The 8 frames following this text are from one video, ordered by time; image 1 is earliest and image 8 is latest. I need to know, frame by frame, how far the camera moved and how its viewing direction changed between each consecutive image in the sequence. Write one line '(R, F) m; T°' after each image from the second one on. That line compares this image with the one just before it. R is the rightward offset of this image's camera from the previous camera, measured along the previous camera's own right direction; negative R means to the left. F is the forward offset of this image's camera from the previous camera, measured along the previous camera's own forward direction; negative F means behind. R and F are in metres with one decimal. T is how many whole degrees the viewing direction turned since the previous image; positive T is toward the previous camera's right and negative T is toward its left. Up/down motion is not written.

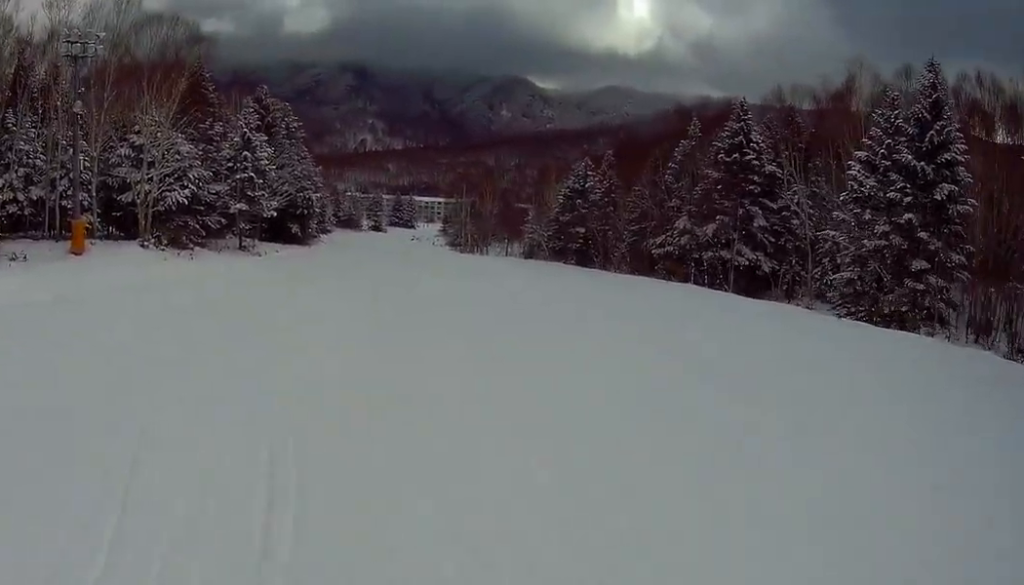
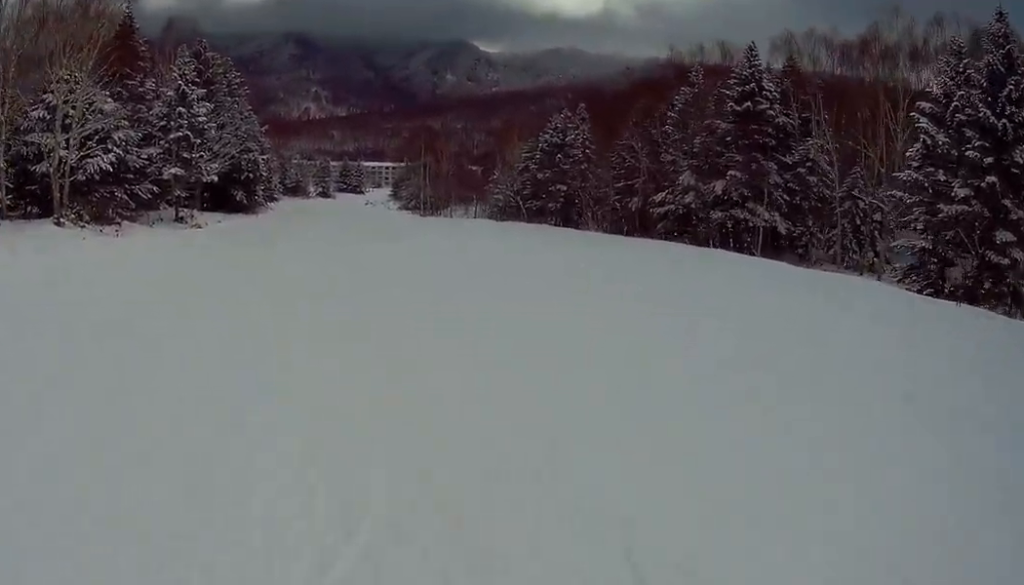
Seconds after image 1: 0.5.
(+0.6, +6.4) m; +8°
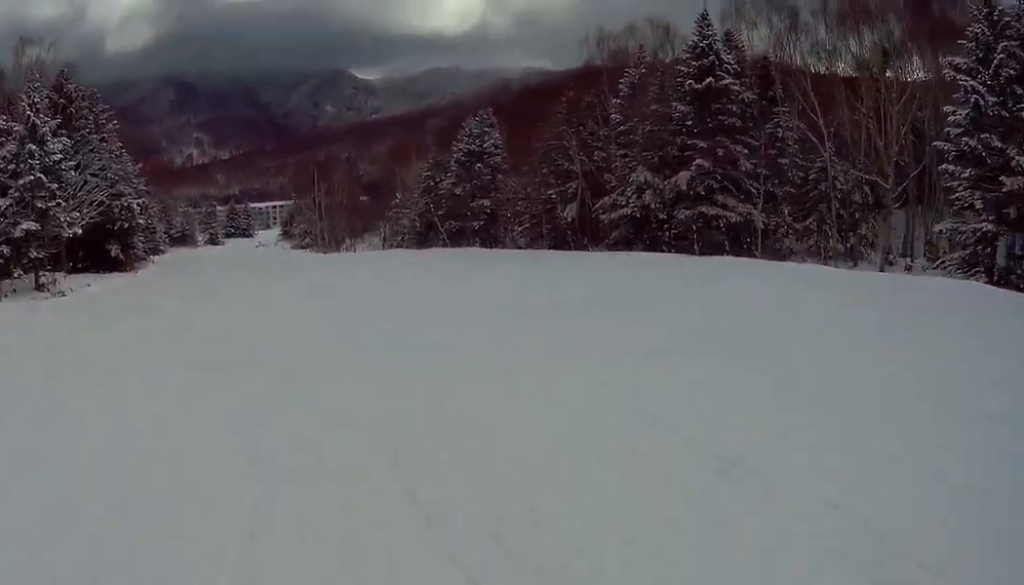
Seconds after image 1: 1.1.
(+0.2, +7.5) m; +8°
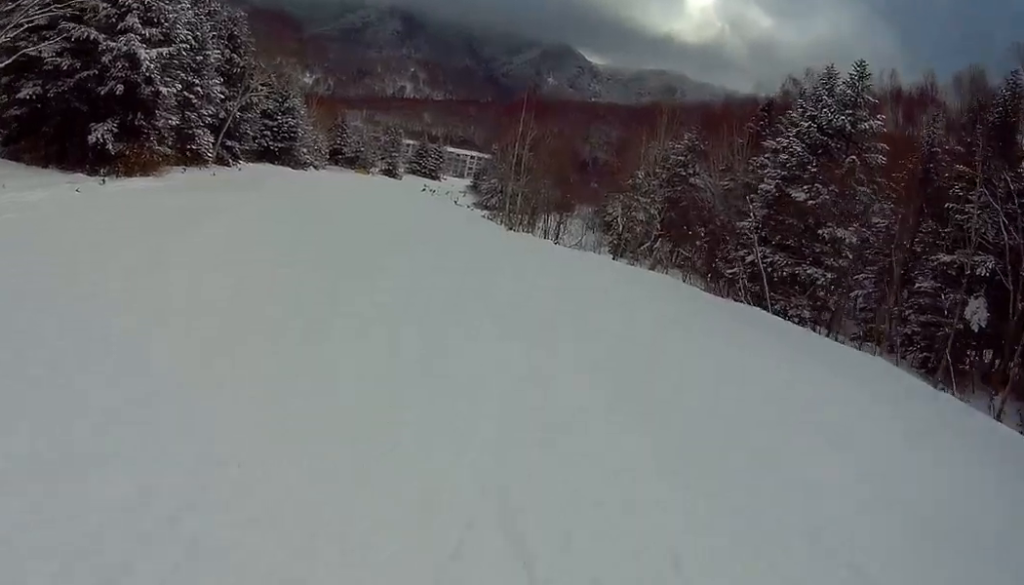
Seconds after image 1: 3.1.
(-1.3, +26.9) m; -18°
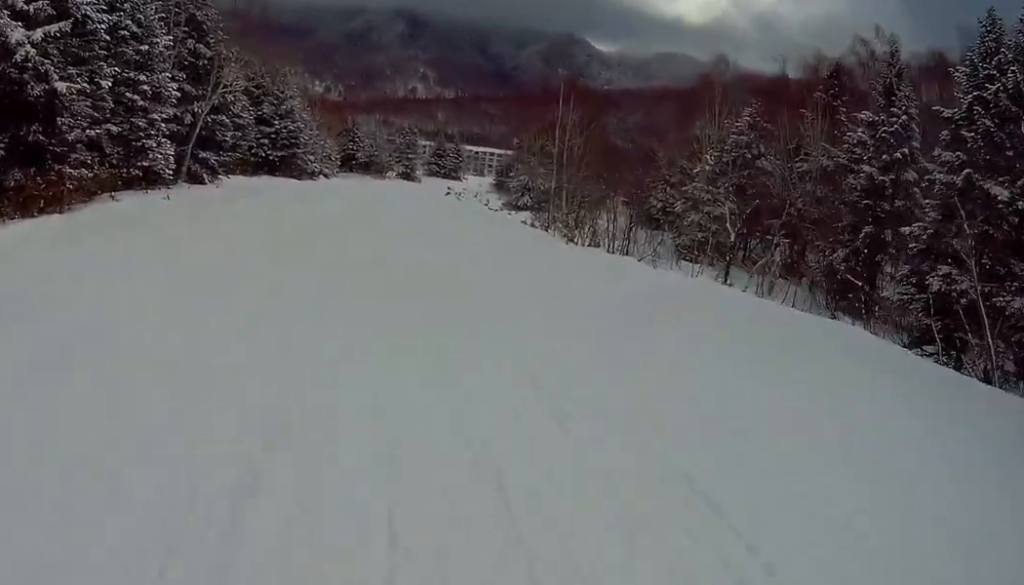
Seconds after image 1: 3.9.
(-0.7, +10.3) m; -11°
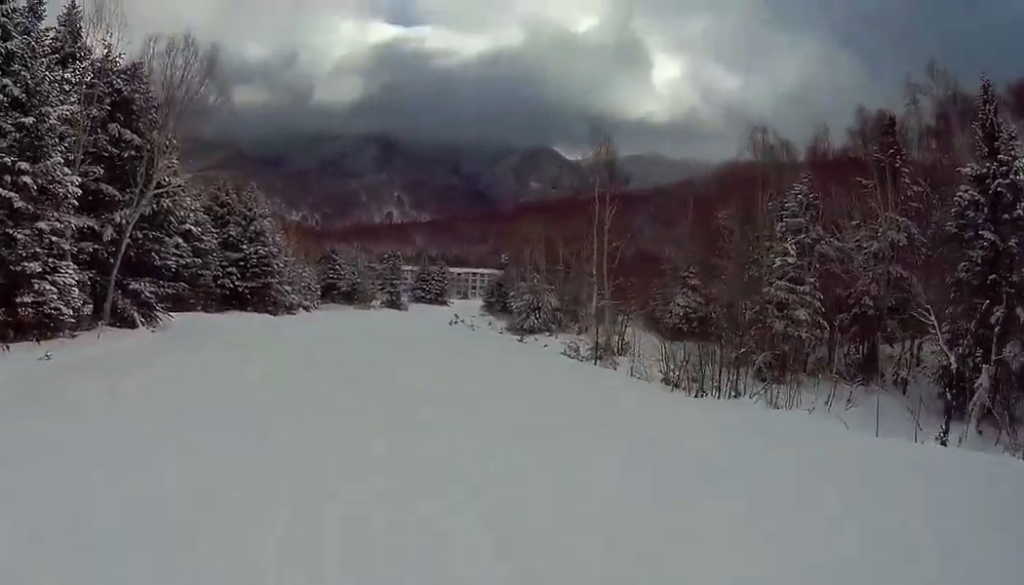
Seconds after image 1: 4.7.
(-1.7, +11.6) m; -7°
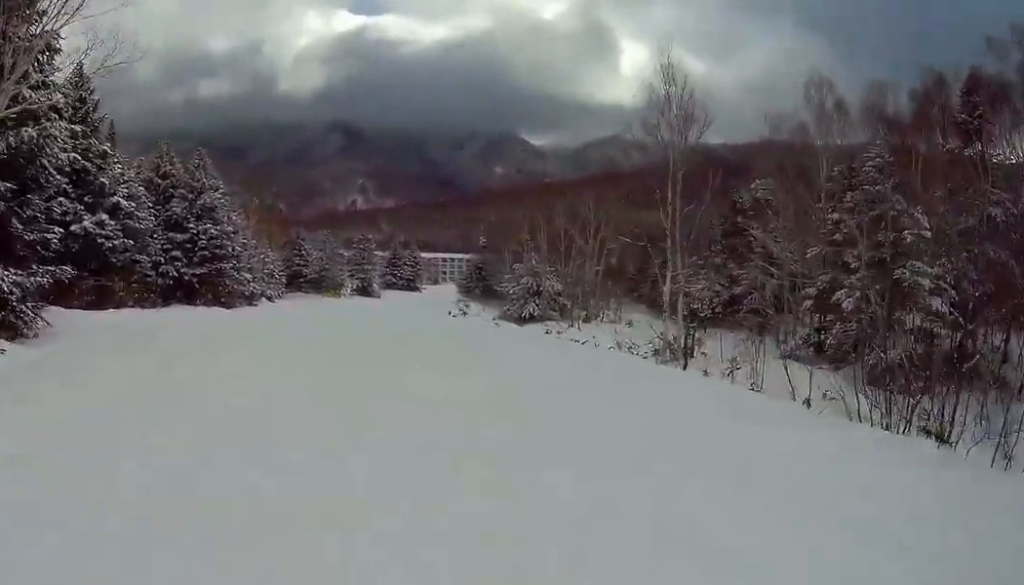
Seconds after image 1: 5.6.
(-0.4, +11.8) m; 0°
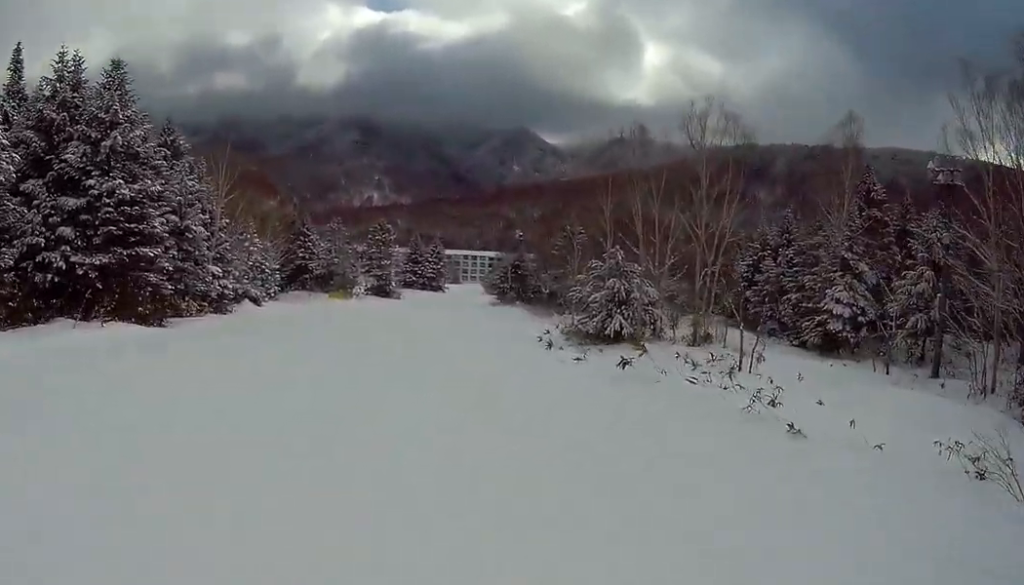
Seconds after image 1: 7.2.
(+1.0, +21.5) m; +2°
